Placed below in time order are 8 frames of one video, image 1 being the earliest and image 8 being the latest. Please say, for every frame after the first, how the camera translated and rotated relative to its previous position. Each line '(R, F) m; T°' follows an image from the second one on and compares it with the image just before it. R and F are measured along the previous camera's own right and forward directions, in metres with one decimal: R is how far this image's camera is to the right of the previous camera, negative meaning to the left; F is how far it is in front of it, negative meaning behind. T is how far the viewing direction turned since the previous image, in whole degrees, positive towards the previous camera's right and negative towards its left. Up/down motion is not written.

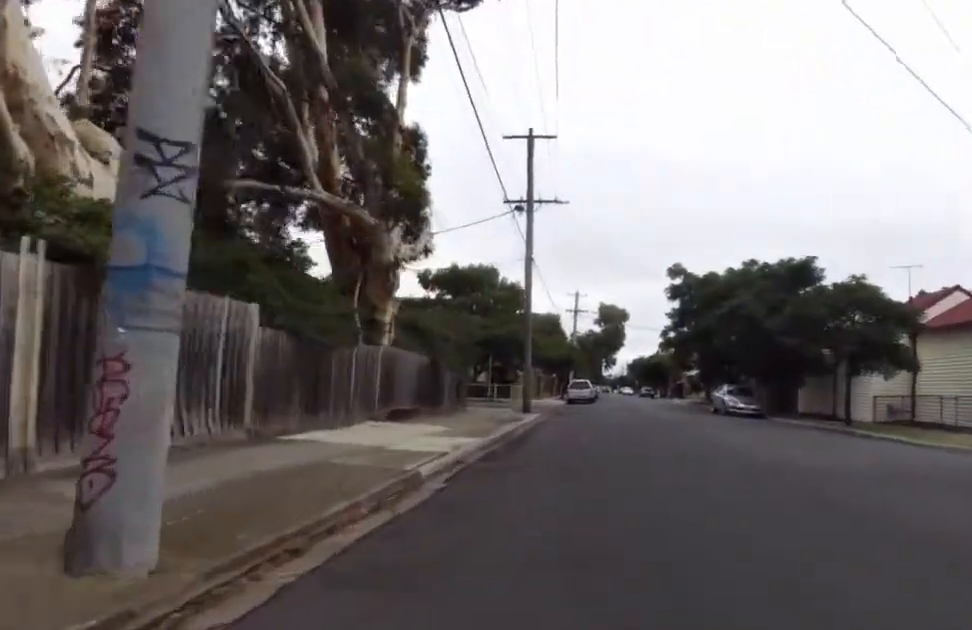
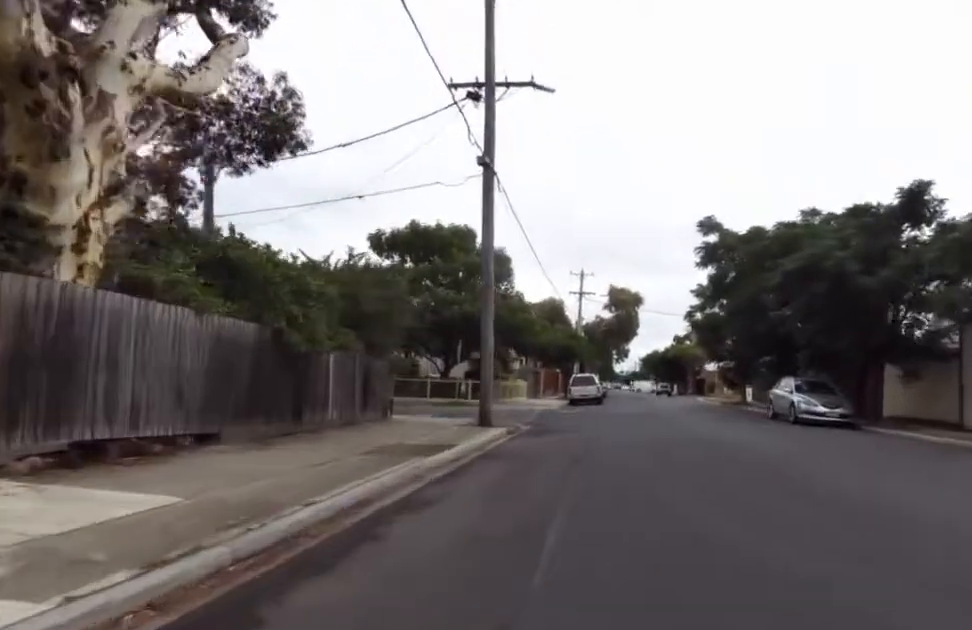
(+0.6, +11.4) m; +1°
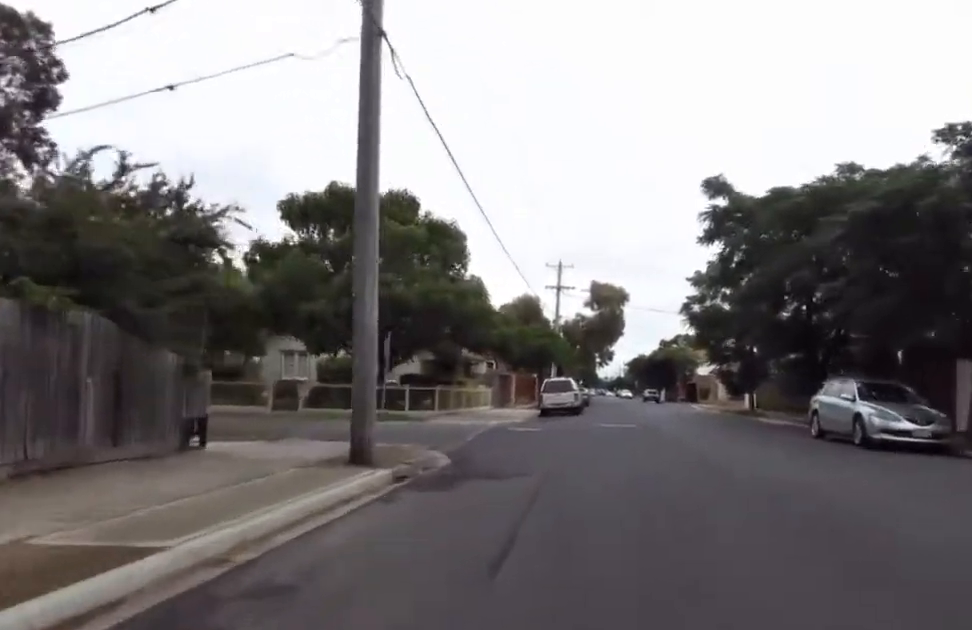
(-0.7, +7.6) m; -1°
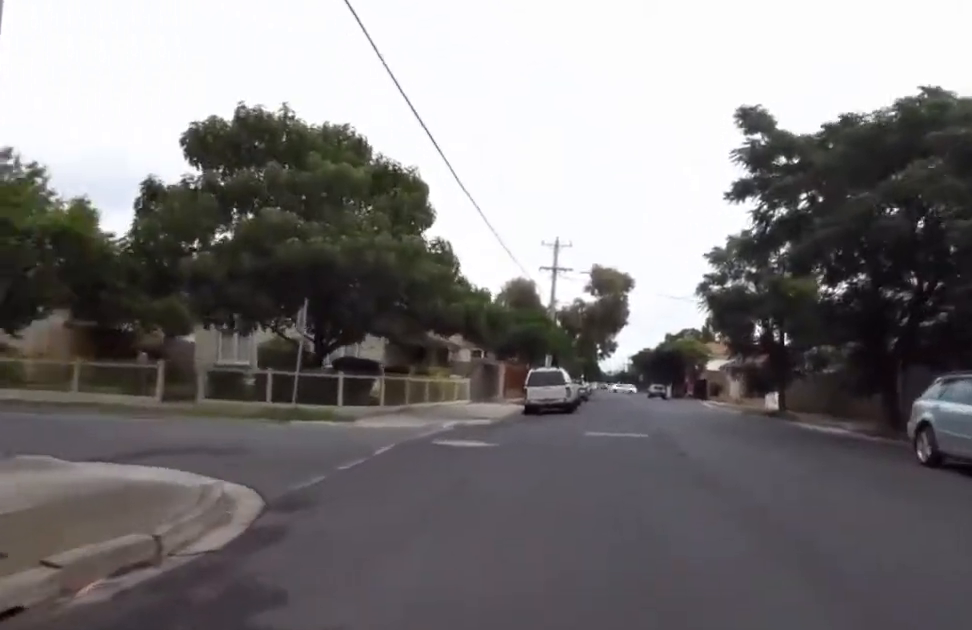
(+0.6, +6.4) m; -1°
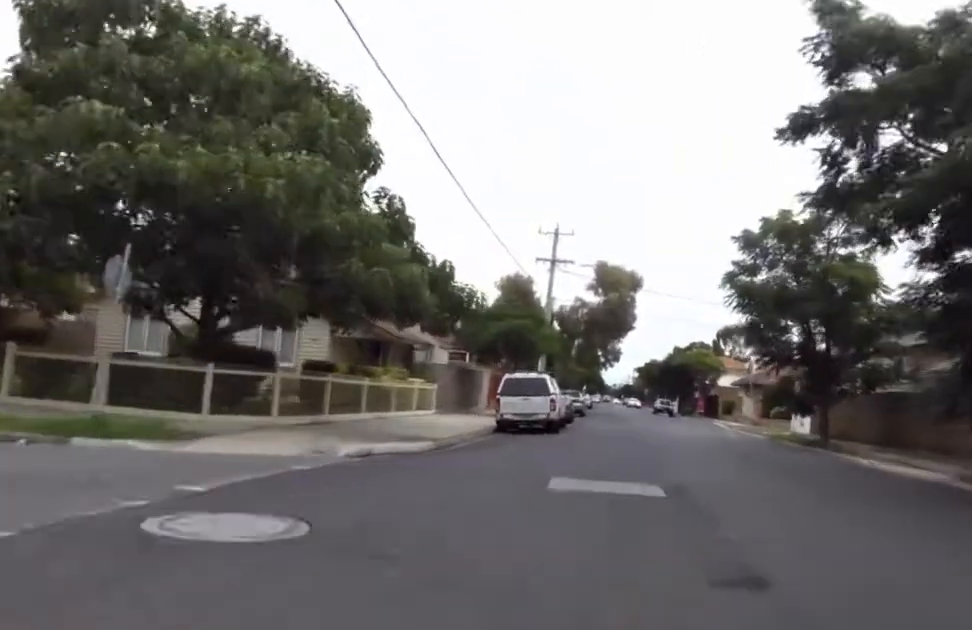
(-0.9, +6.6) m; -1°
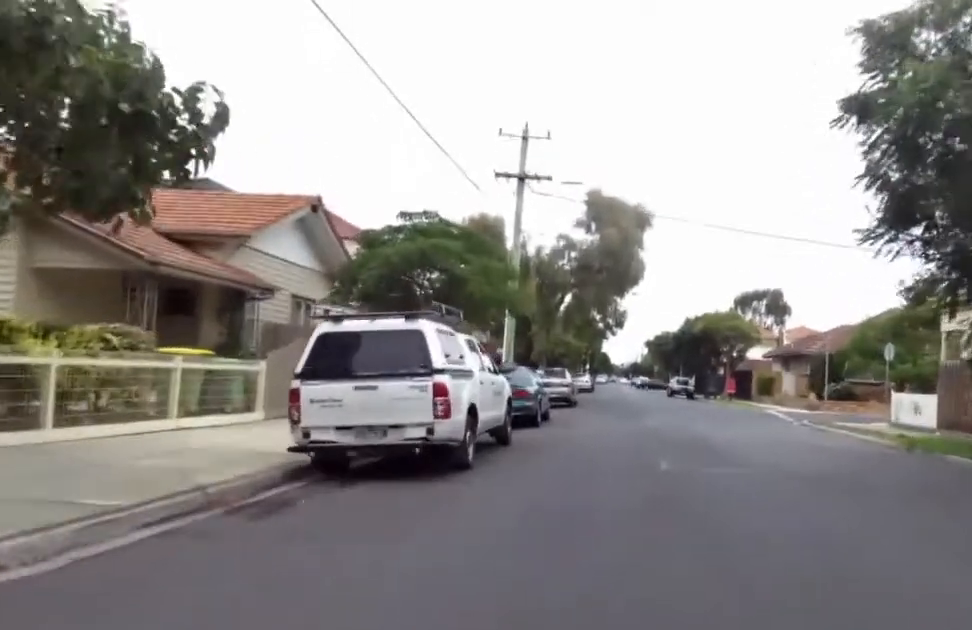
(+0.5, +13.5) m; +1°
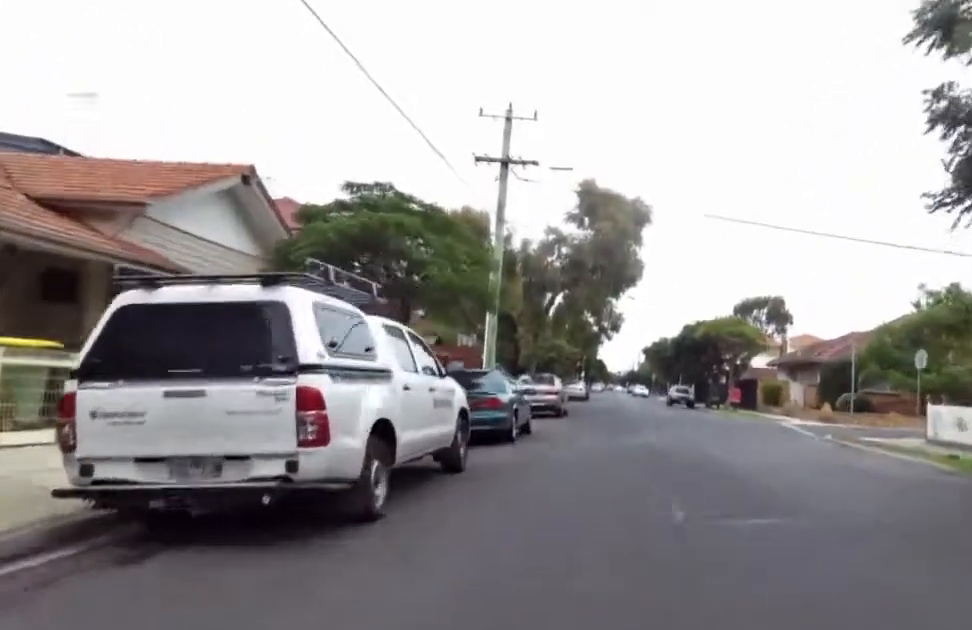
(-0.3, +3.2) m; 0°
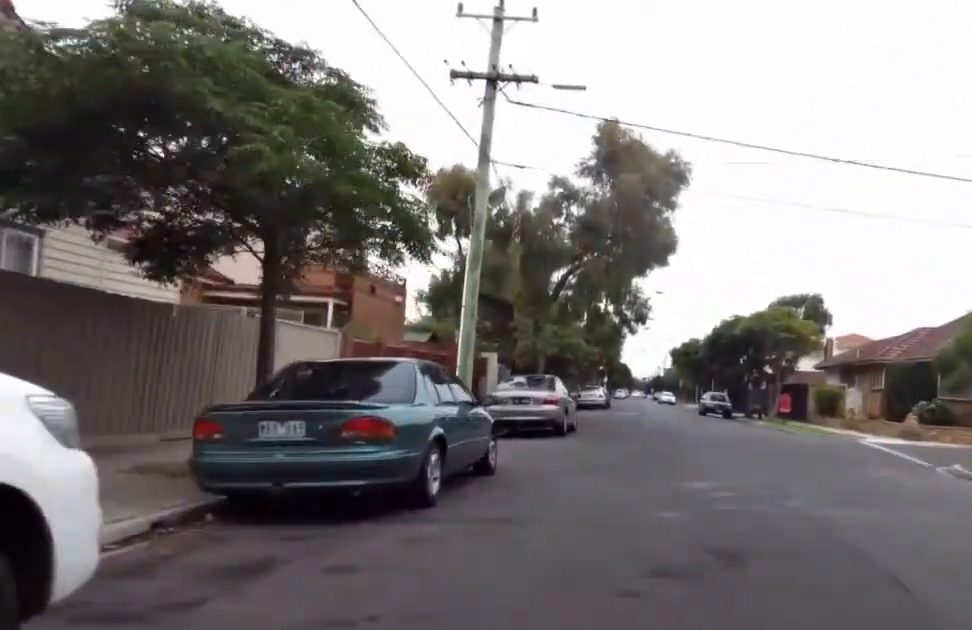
(+0.7, +7.1) m; -1°
